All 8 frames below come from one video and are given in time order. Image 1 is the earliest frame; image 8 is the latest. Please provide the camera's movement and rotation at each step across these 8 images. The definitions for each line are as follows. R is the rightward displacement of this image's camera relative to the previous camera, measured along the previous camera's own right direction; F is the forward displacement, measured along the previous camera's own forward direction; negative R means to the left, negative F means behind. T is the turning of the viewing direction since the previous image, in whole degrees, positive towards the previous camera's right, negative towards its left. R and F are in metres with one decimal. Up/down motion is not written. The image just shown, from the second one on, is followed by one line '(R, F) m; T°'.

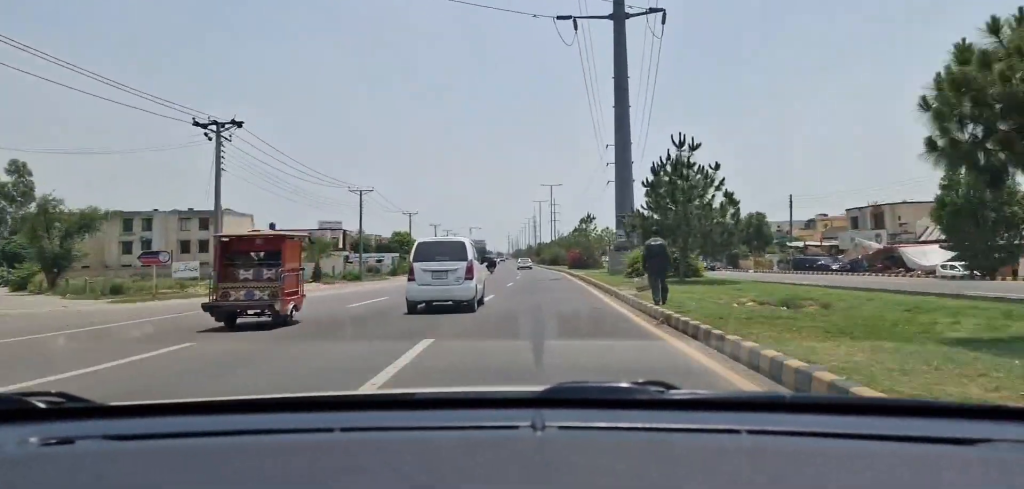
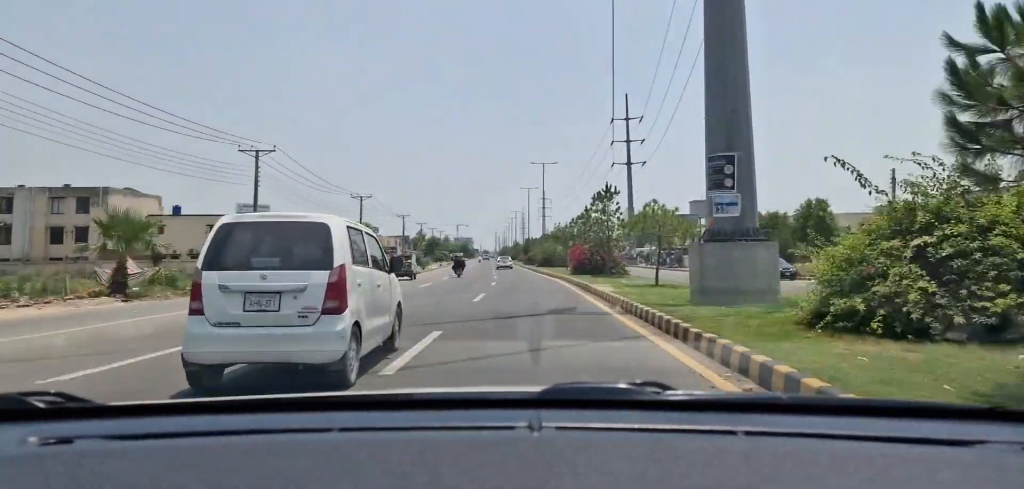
(+0.3, +22.5) m; 0°
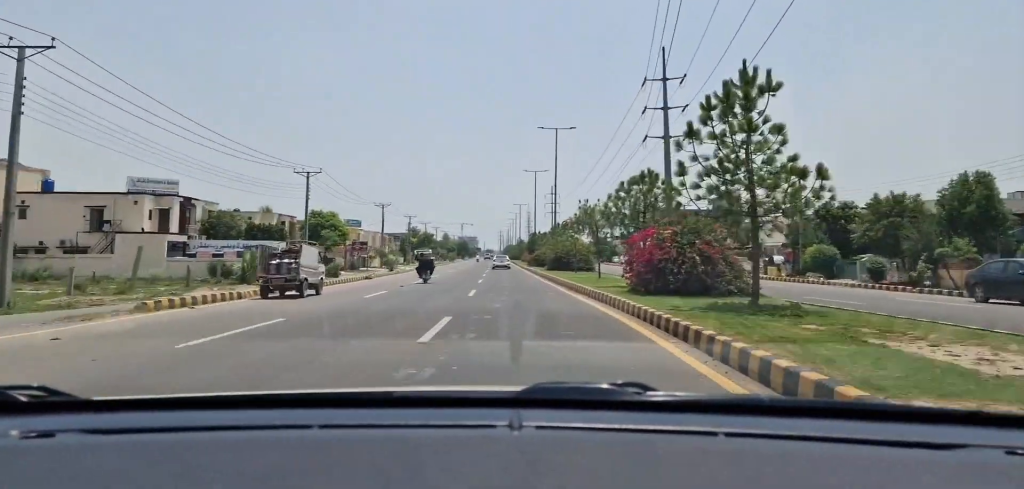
(-0.3, +21.8) m; -1°
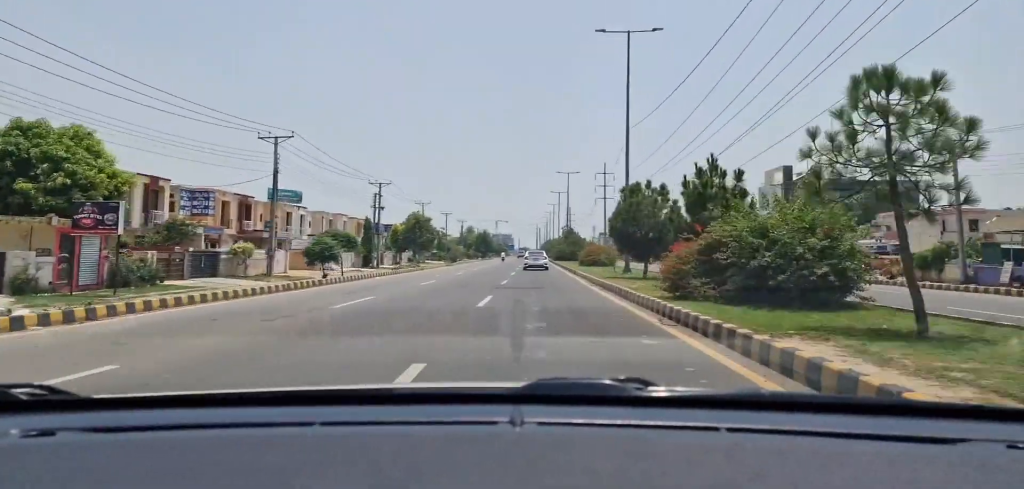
(-1.4, +54.7) m; -3°
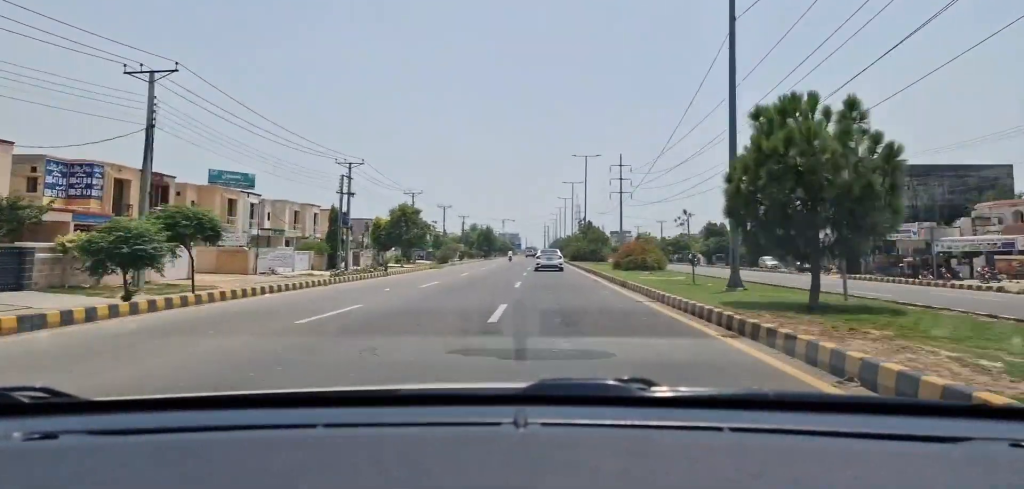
(-0.3, +15.8) m; -1°
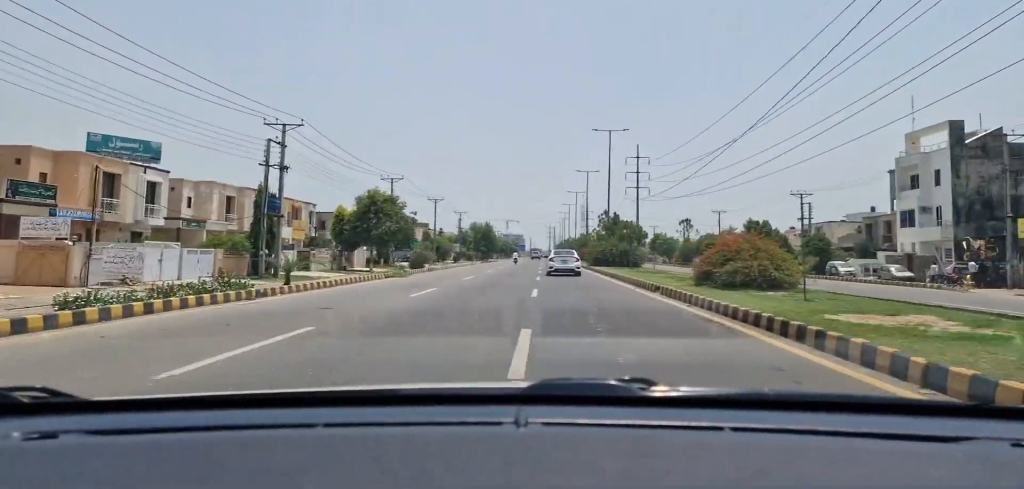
(0.0, +17.7) m; 0°
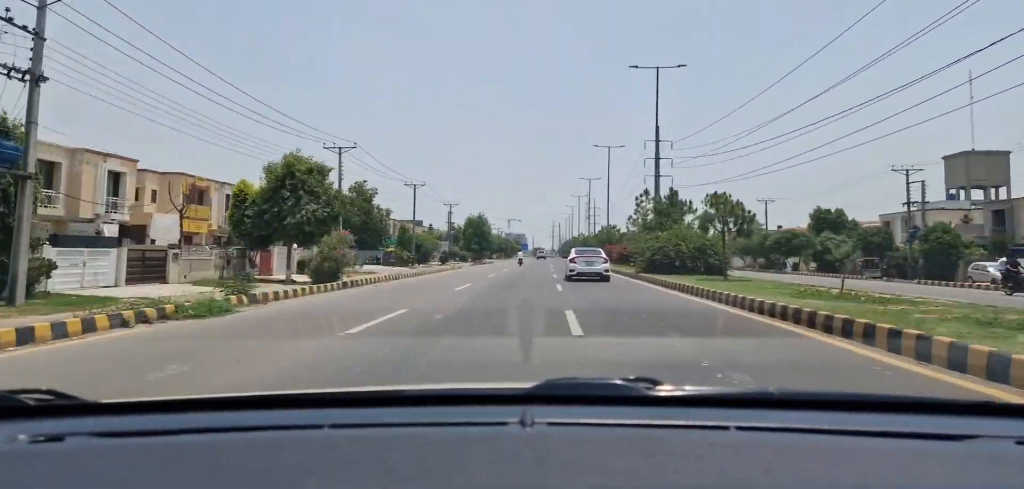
(0.0, +20.6) m; 0°
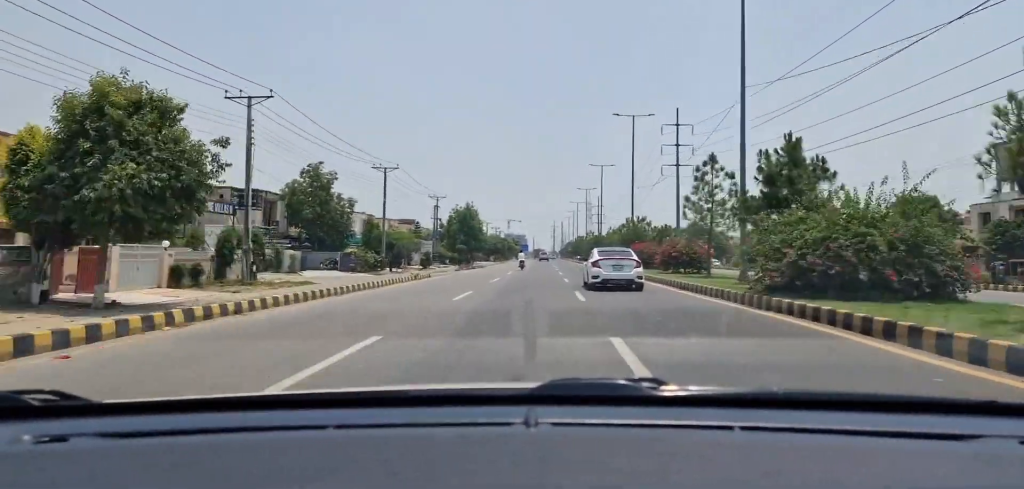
(+0.1, +15.7) m; 0°
